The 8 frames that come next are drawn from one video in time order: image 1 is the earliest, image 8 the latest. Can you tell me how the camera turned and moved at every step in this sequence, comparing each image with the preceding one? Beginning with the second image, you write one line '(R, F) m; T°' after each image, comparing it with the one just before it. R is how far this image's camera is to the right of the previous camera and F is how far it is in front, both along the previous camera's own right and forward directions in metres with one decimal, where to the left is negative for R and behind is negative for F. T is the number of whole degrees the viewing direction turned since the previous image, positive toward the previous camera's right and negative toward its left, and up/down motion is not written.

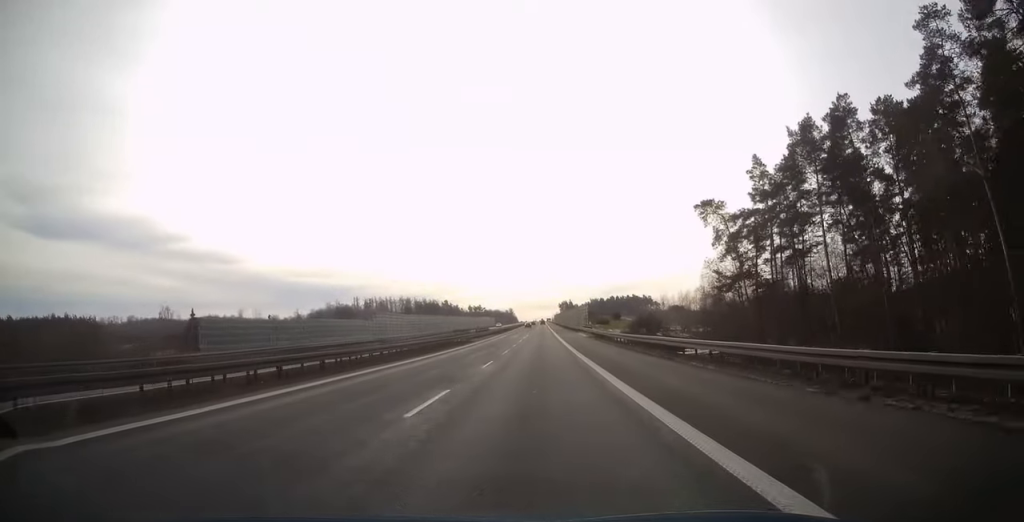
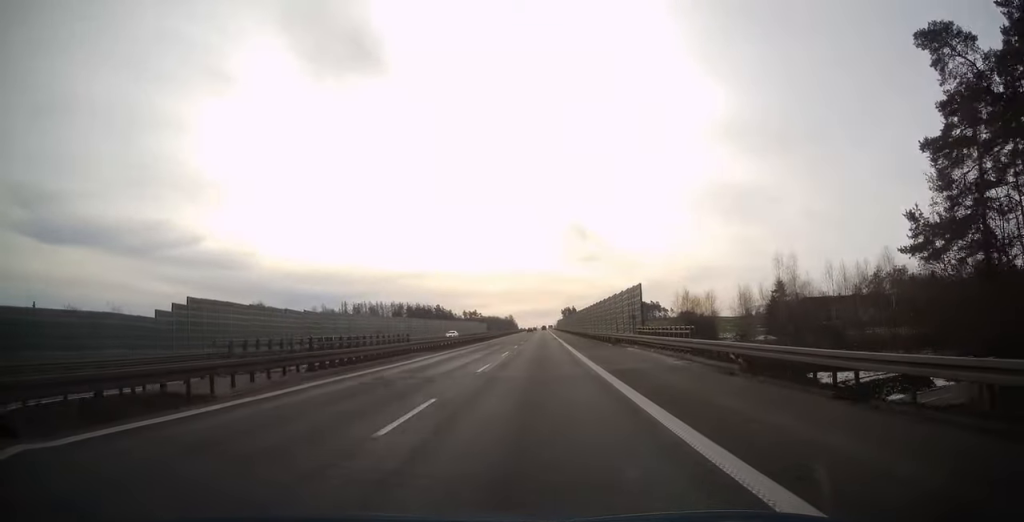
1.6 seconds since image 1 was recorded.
(0.0, +49.6) m; 0°
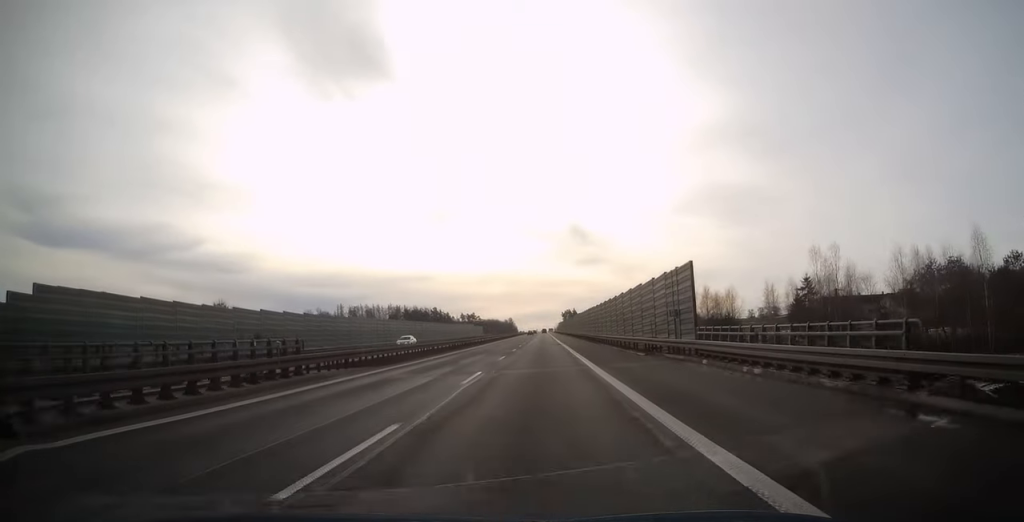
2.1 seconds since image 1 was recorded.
(0.0, +15.1) m; 0°
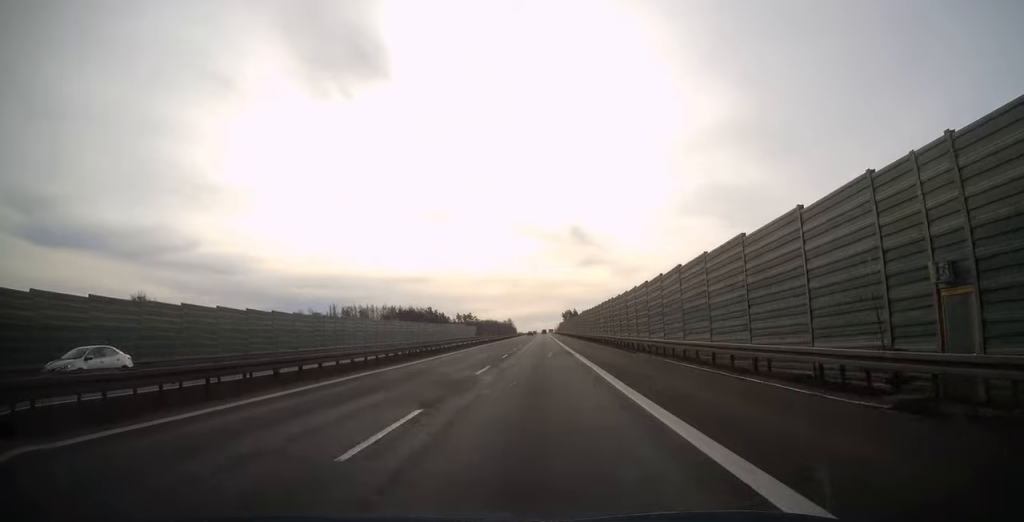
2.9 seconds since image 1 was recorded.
(+0.1, +22.6) m; 0°
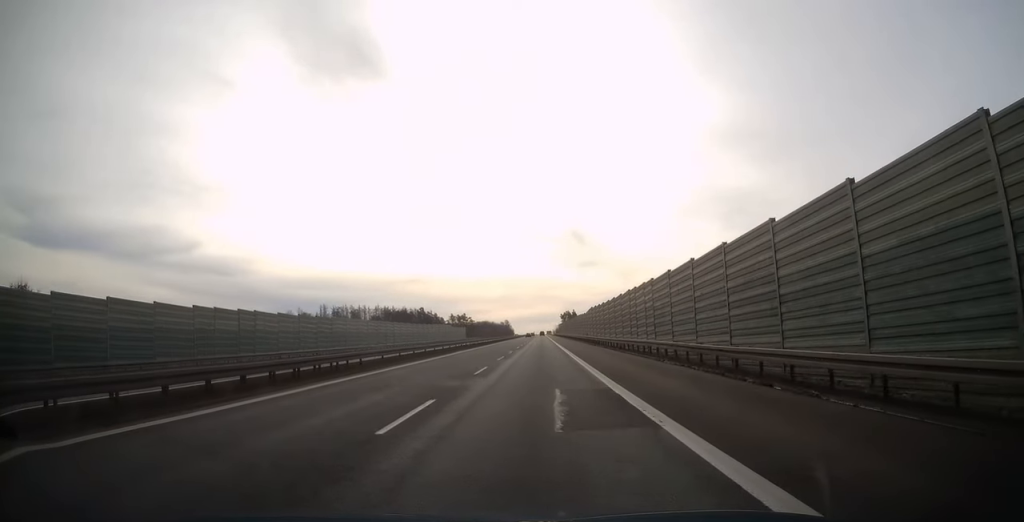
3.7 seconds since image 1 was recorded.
(0.0, +23.1) m; 0°
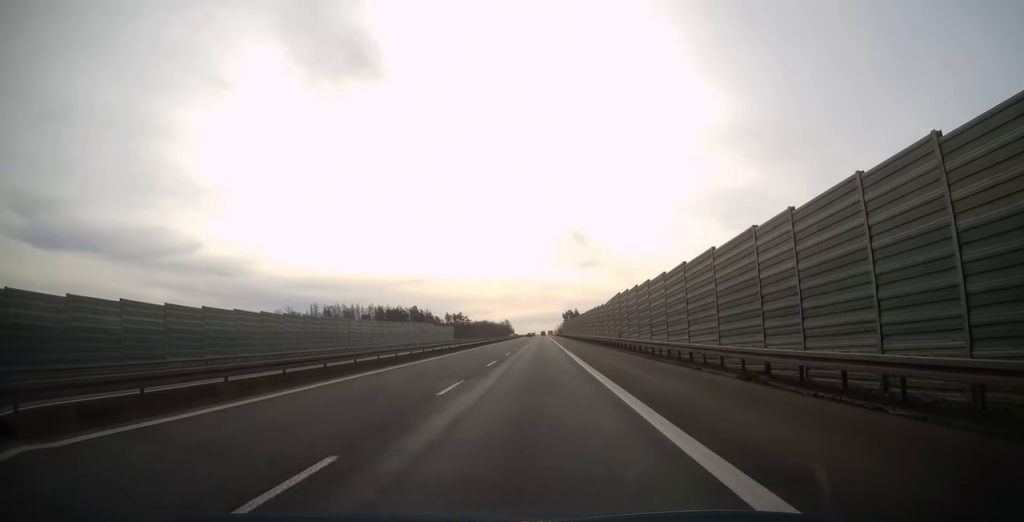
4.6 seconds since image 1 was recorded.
(0.0, +28.6) m; 0°
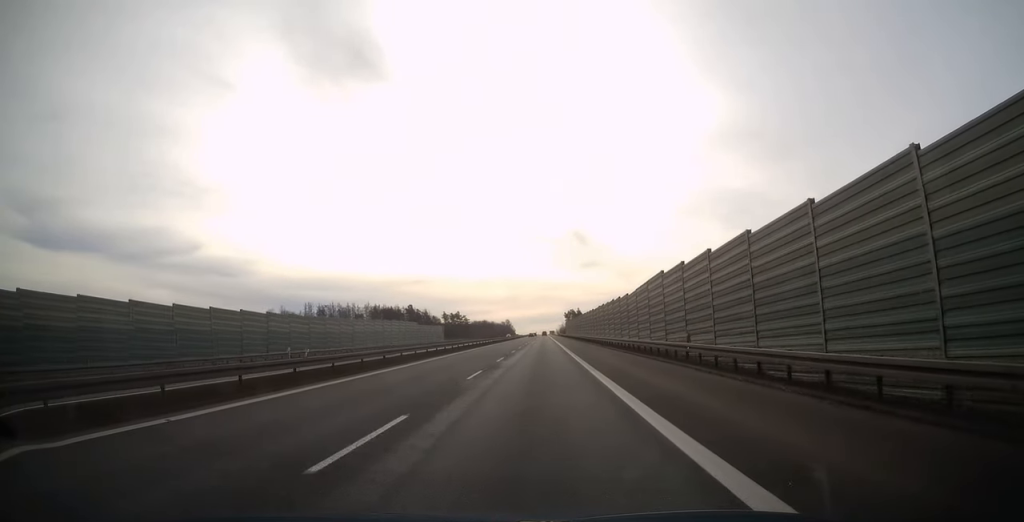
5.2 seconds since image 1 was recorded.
(0.0, +19.1) m; 0°
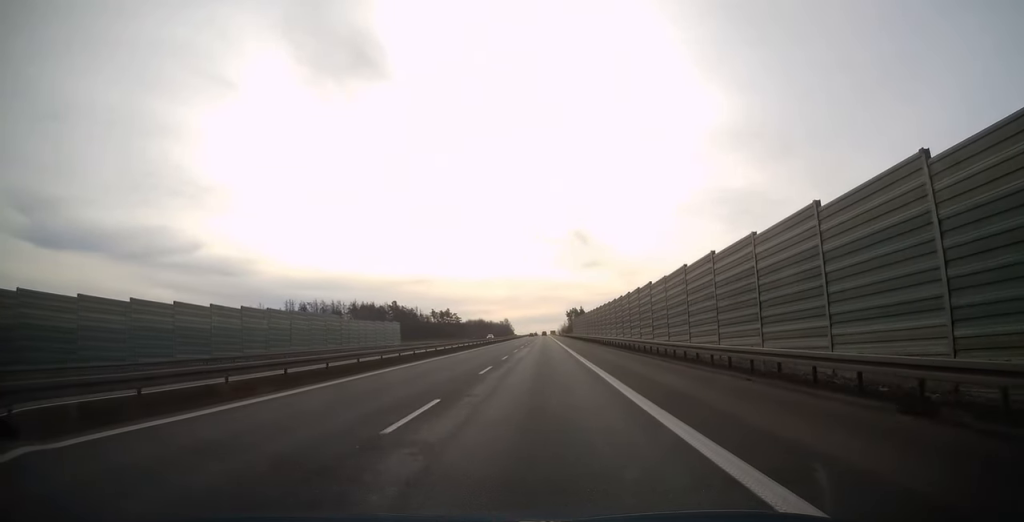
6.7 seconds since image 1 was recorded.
(-0.1, +45.0) m; 0°
